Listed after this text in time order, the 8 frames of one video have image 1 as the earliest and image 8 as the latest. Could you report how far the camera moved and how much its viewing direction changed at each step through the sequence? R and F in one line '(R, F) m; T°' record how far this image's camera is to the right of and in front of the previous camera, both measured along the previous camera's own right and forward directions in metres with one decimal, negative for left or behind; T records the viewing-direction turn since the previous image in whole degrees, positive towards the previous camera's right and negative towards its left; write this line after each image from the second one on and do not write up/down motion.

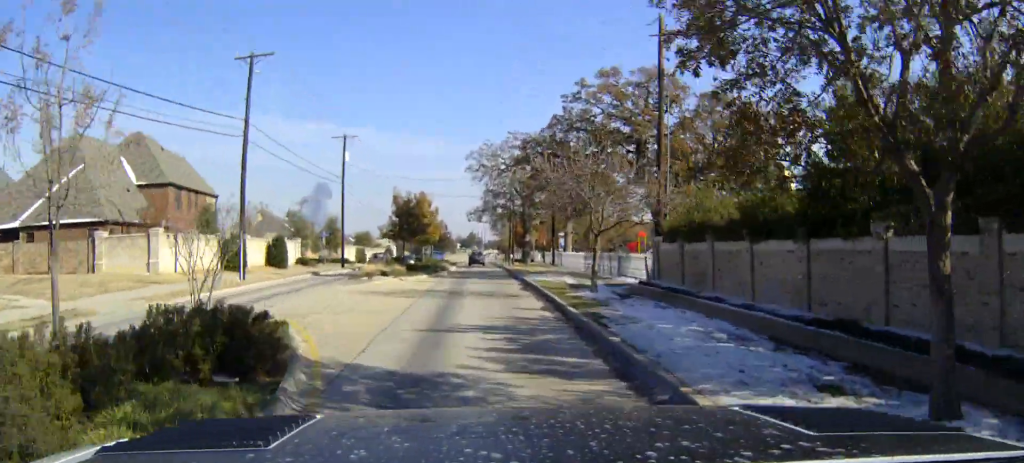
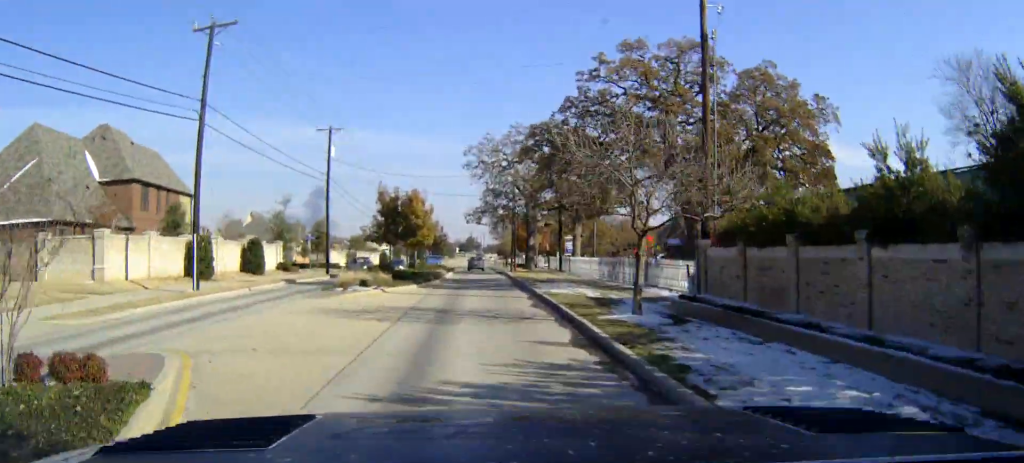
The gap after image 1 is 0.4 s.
(0.0, +6.4) m; 0°
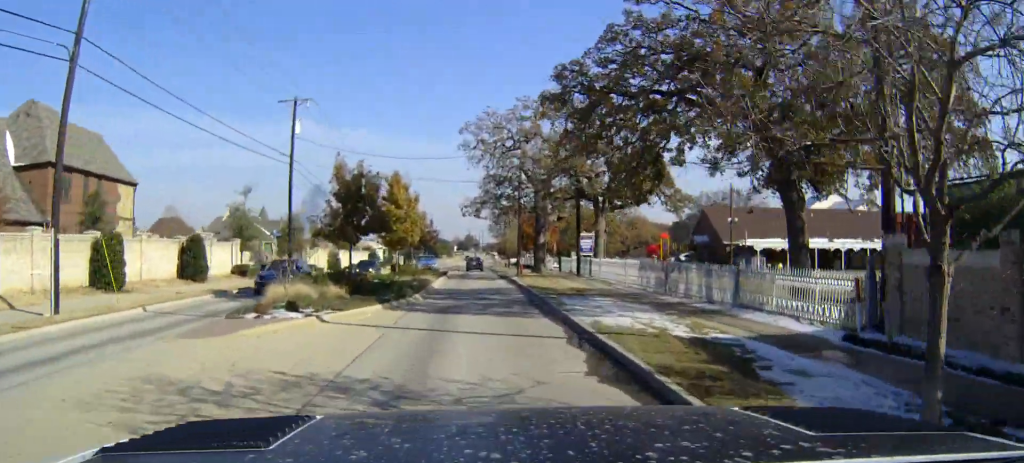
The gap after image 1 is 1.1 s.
(0.0, +11.7) m; 0°
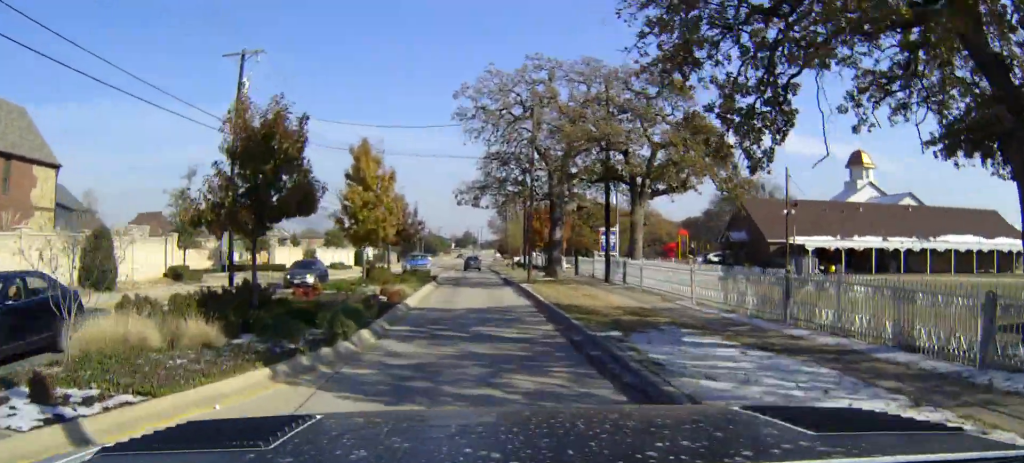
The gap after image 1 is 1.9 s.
(-0.1, +11.6) m; 0°
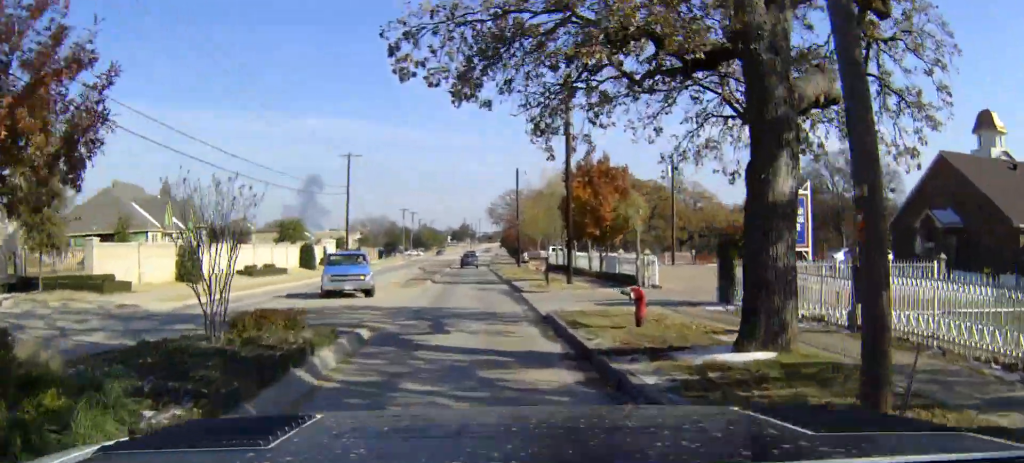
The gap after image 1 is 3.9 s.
(+0.1, +32.5) m; 0°
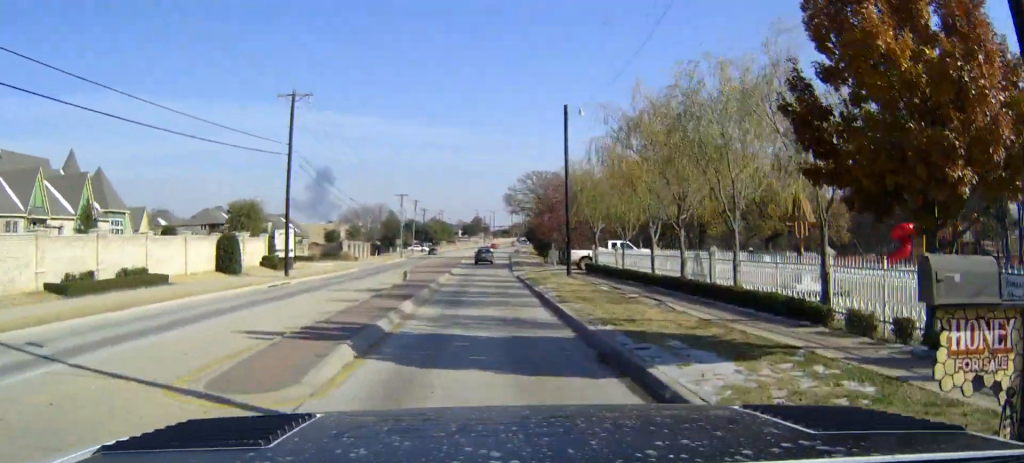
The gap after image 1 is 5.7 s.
(+0.1, +27.8) m; 0°
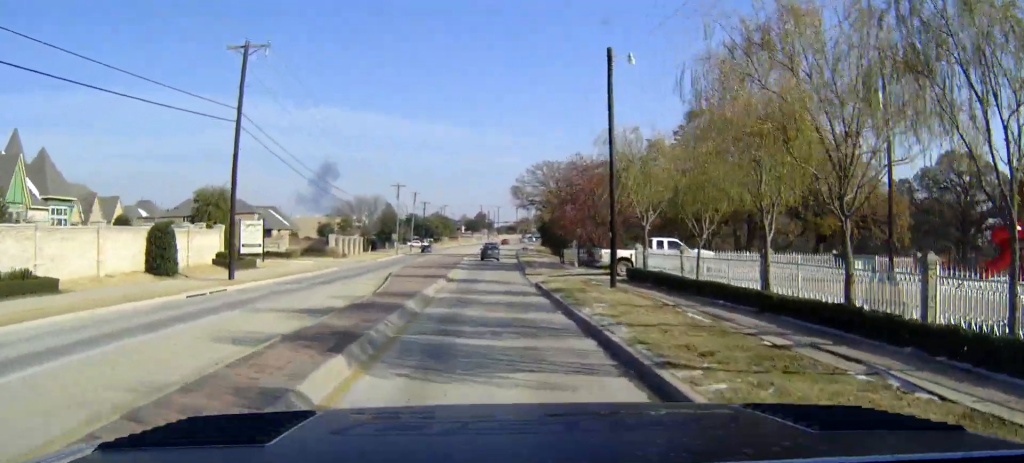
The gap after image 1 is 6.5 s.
(-0.1, +11.4) m; -1°
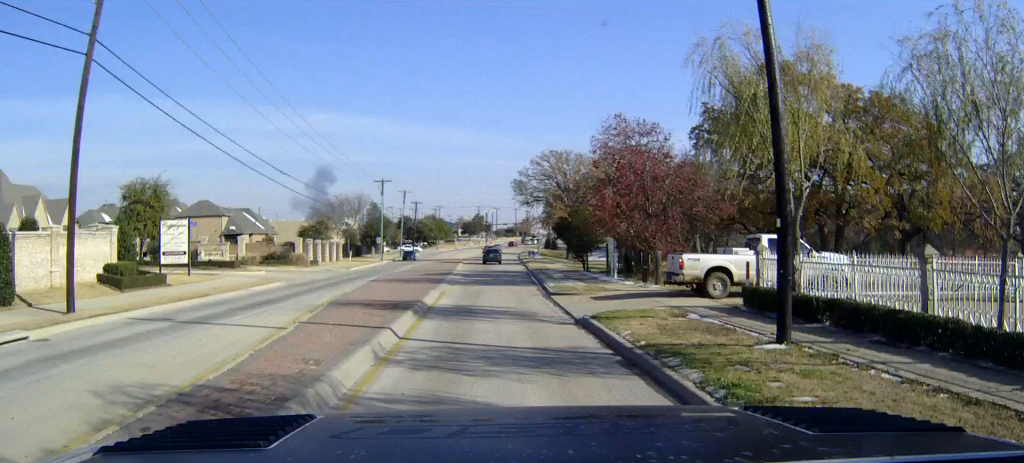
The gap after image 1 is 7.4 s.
(-0.1, +15.3) m; 0°
